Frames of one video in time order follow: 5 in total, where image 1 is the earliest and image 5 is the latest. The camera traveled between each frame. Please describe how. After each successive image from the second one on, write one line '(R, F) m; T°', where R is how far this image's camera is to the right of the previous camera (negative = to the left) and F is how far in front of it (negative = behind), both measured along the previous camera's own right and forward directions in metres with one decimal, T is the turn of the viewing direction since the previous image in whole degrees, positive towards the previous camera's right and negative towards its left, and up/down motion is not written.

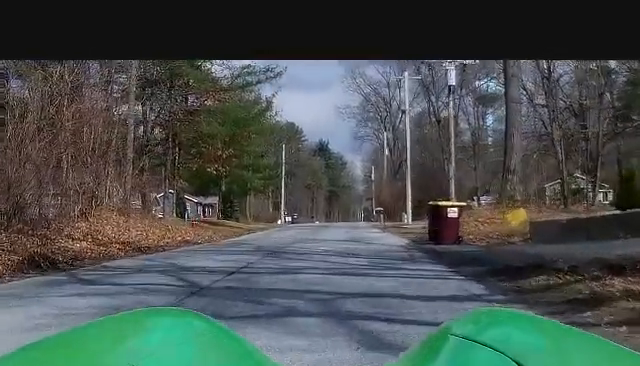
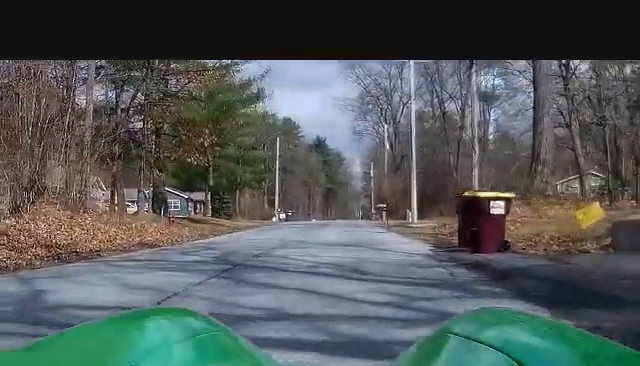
(0.0, +6.6) m; -3°
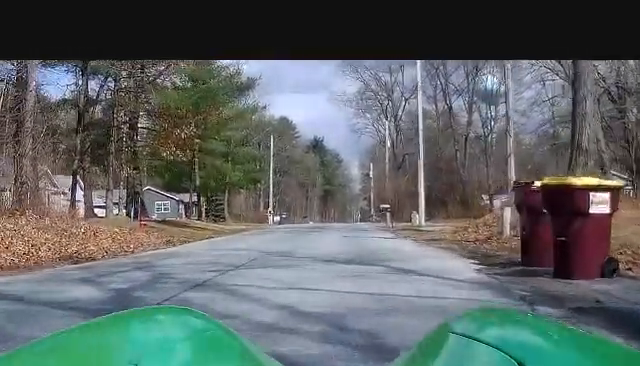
(-0.4, +6.5) m; 0°
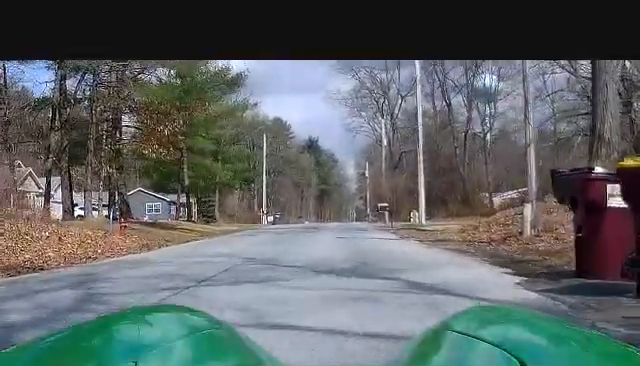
(+0.2, +2.9) m; +1°
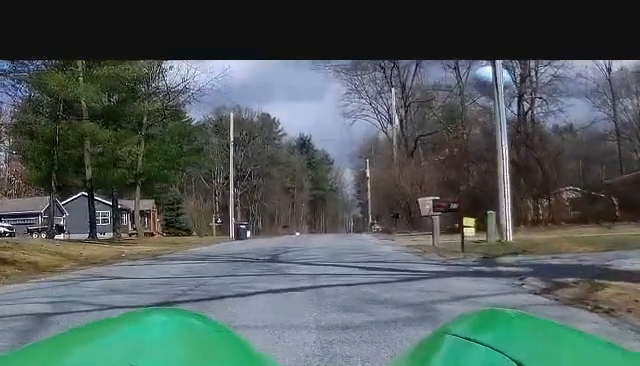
(+0.5, +26.3) m; +1°
